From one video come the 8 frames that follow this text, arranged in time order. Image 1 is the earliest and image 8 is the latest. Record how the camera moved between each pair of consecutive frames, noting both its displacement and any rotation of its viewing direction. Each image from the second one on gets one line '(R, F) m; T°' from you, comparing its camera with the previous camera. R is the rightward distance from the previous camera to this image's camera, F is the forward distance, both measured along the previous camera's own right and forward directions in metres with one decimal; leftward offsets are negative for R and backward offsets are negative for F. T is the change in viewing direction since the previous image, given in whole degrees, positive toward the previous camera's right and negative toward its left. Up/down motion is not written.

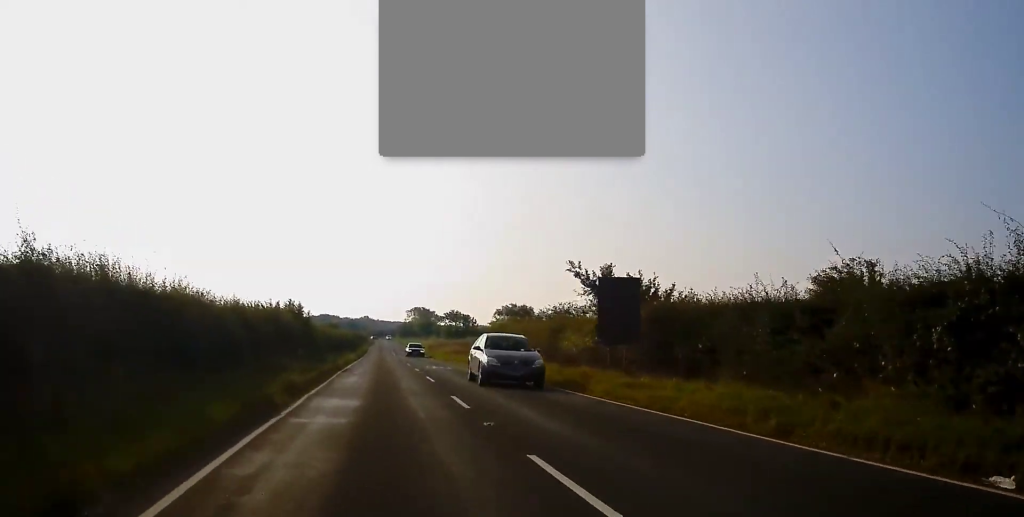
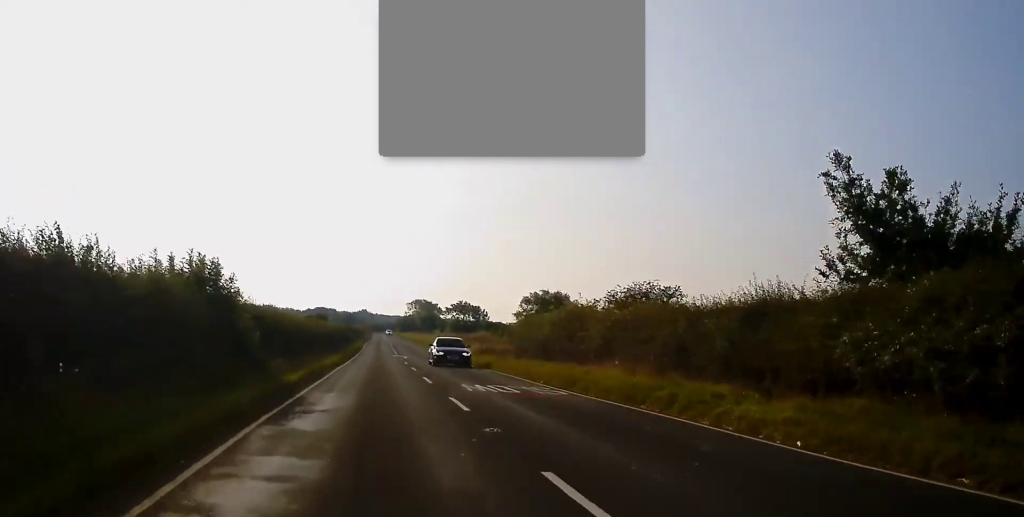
(0.0, +19.3) m; 0°
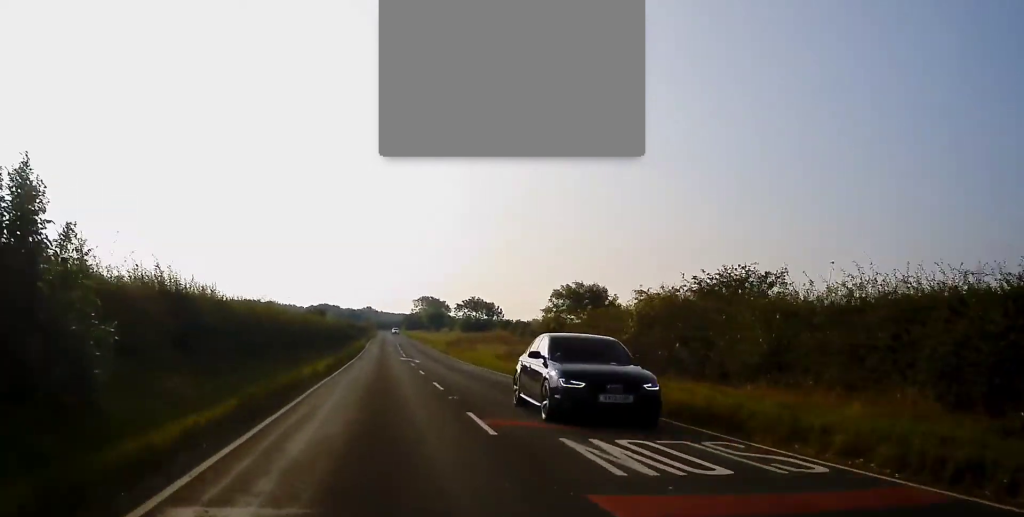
(0.0, +11.6) m; 0°
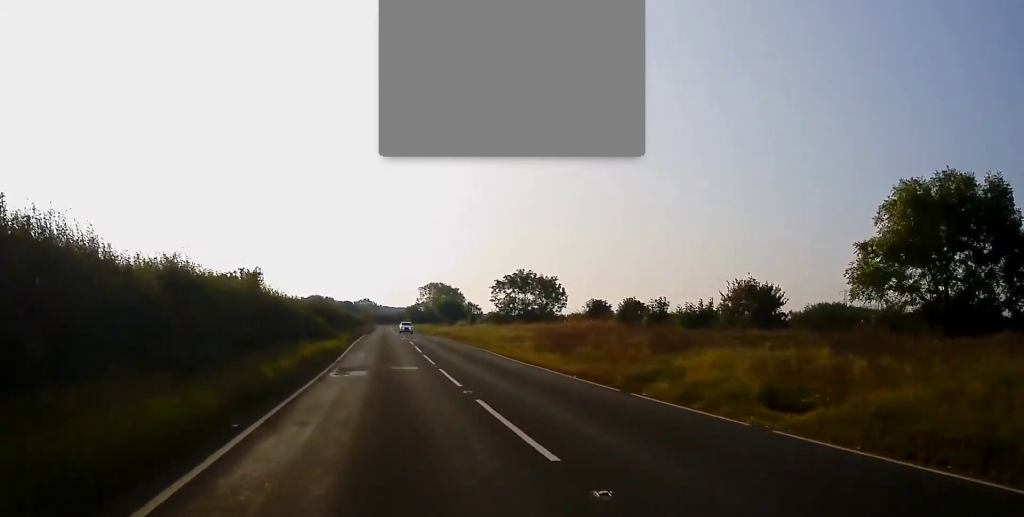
(-0.5, +46.5) m; -1°
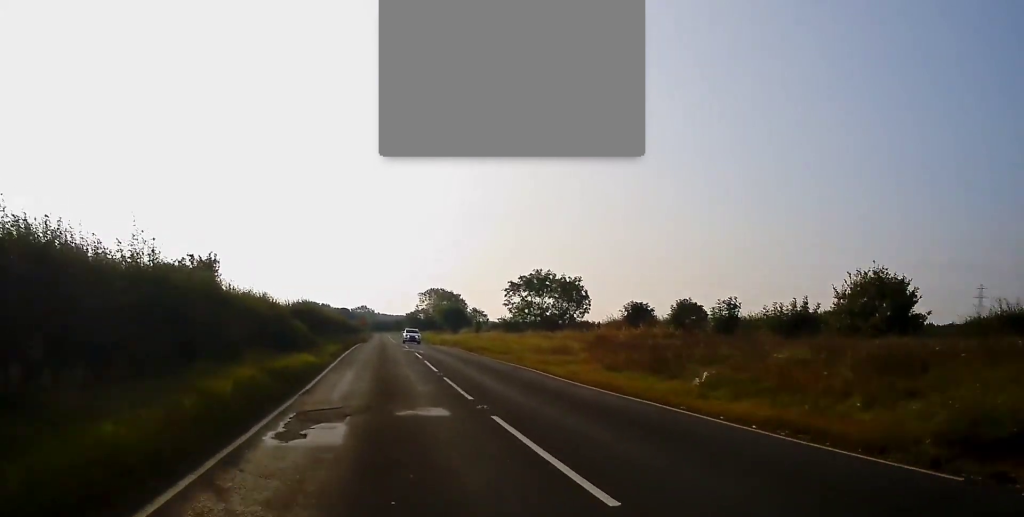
(+0.1, +10.8) m; 0°
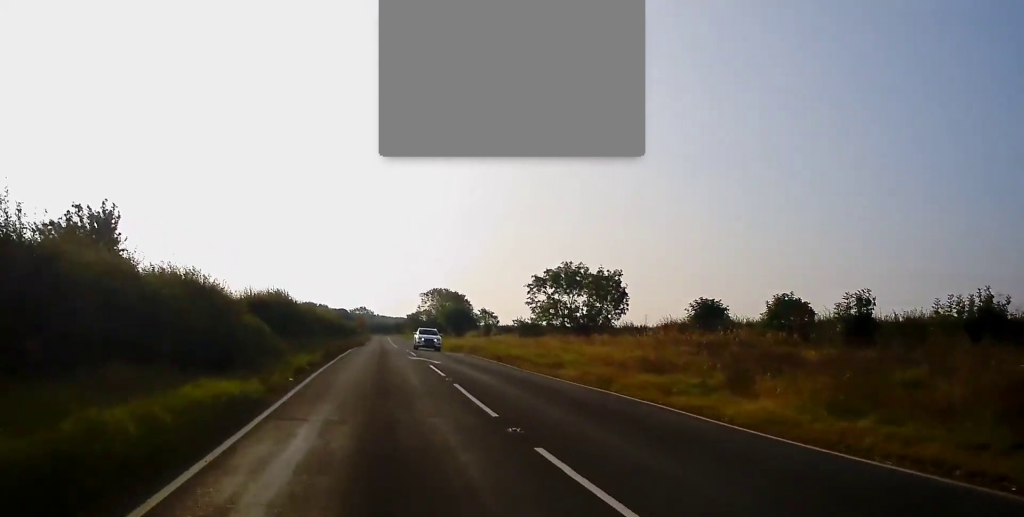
(0.0, +12.3) m; 0°
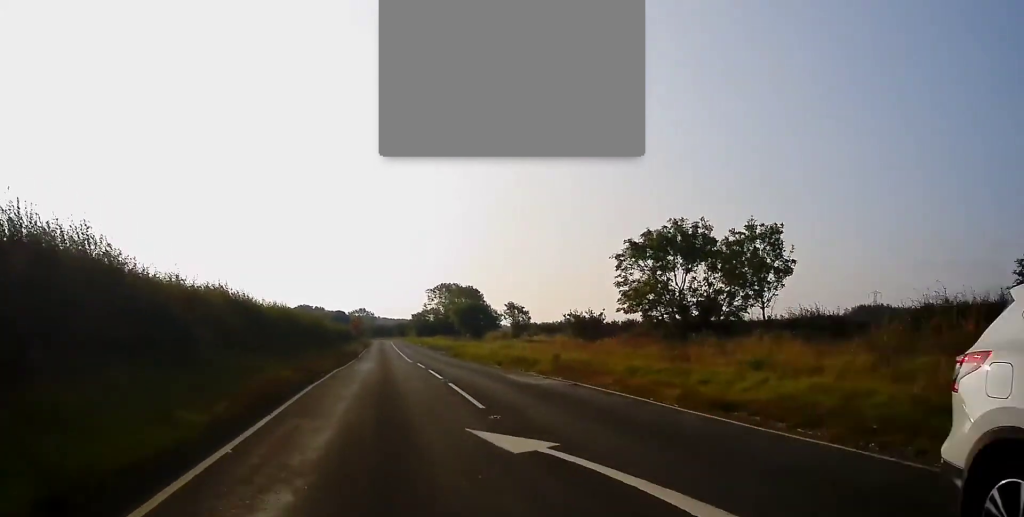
(0.0, +25.0) m; 0°
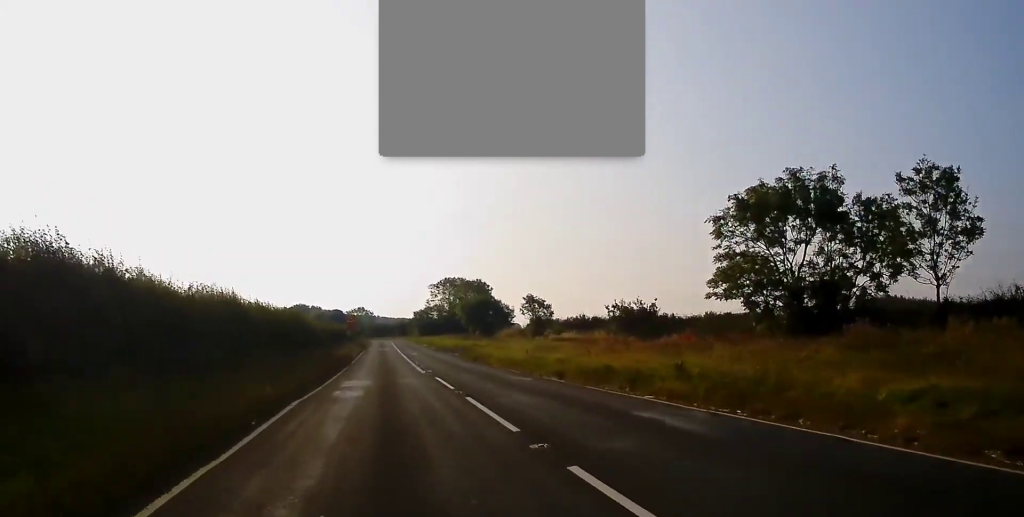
(+0.1, +12.6) m; 0°
